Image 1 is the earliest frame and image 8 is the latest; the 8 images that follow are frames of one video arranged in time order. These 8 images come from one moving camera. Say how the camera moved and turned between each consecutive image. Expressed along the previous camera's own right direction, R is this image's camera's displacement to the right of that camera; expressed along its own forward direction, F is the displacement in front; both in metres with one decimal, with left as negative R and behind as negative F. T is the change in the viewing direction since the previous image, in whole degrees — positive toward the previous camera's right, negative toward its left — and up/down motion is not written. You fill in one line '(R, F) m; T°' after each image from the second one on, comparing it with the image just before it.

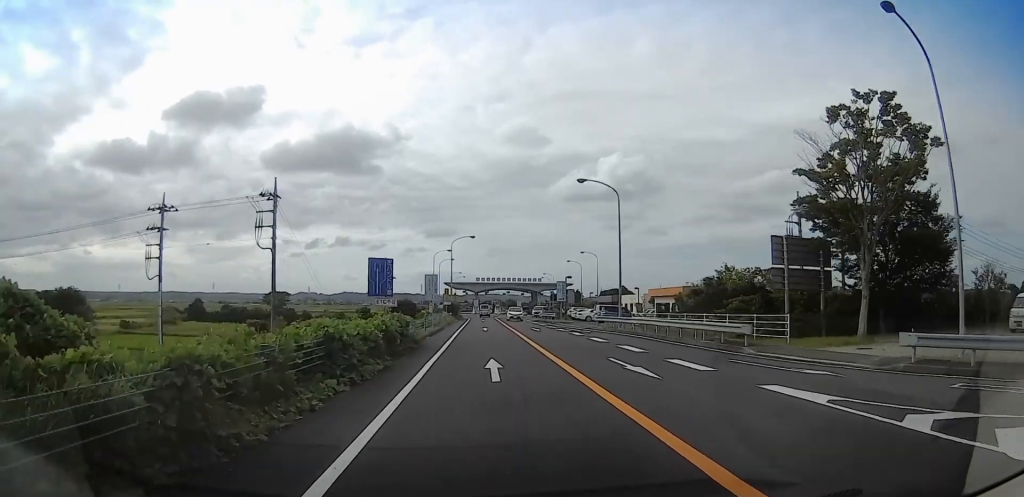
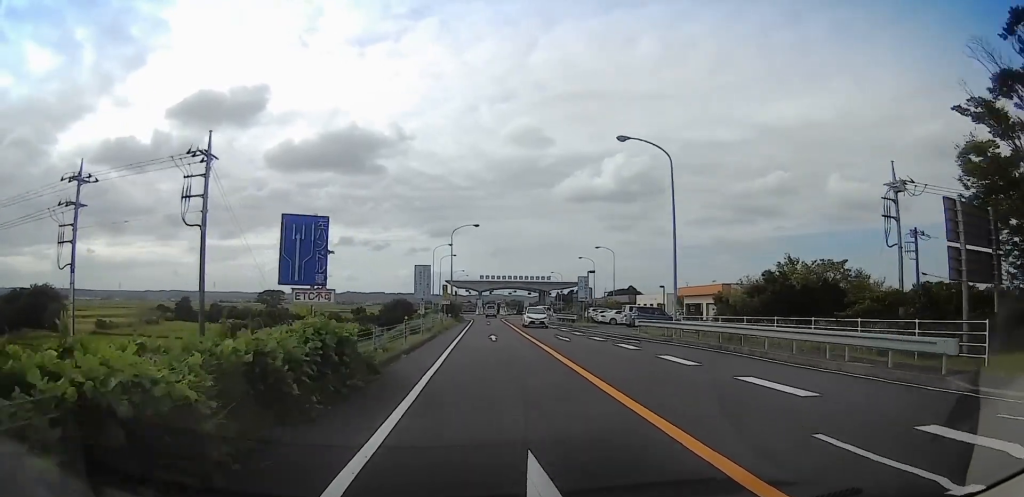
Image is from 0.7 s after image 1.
(0.0, +10.1) m; 0°
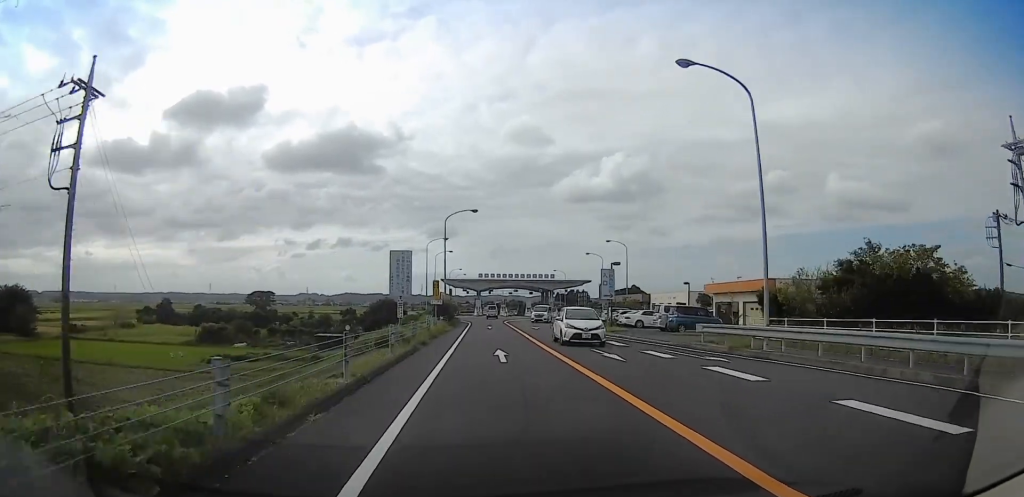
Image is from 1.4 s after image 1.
(0.0, +10.0) m; +1°
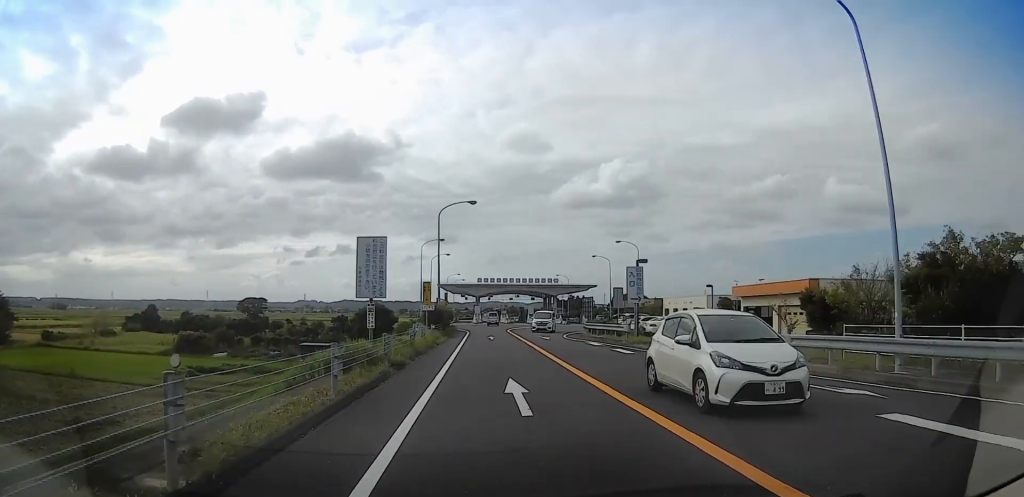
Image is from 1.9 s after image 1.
(-0.2, +7.6) m; +2°
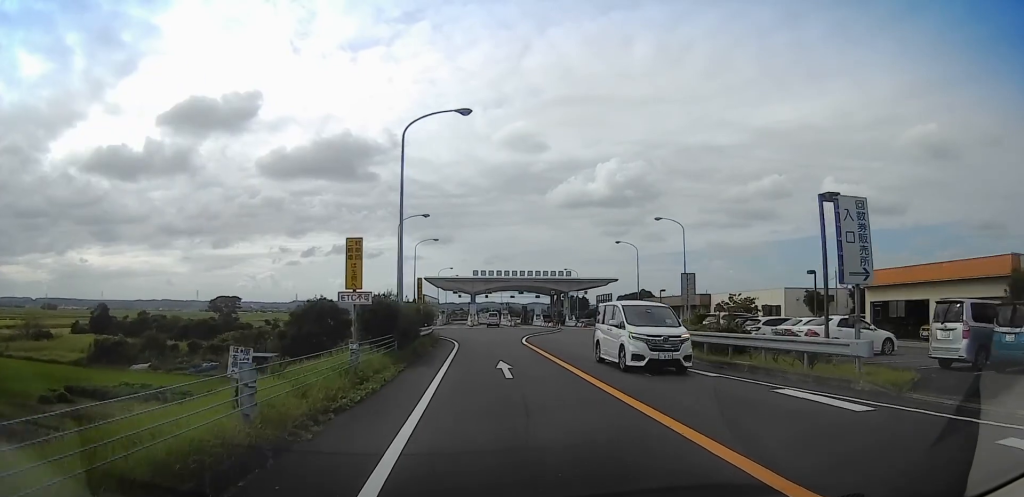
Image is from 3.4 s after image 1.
(-0.3, +20.0) m; -6°
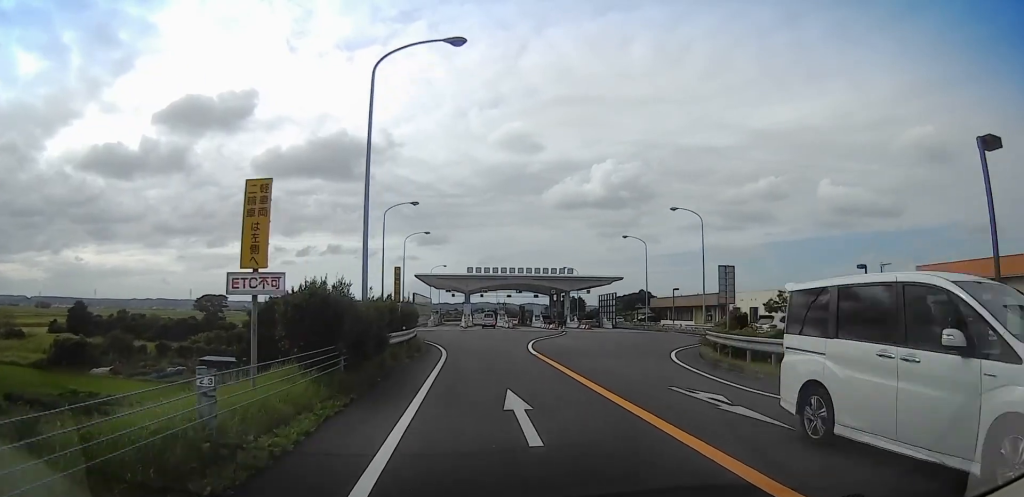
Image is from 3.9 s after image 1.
(-0.7, +7.1) m; -3°
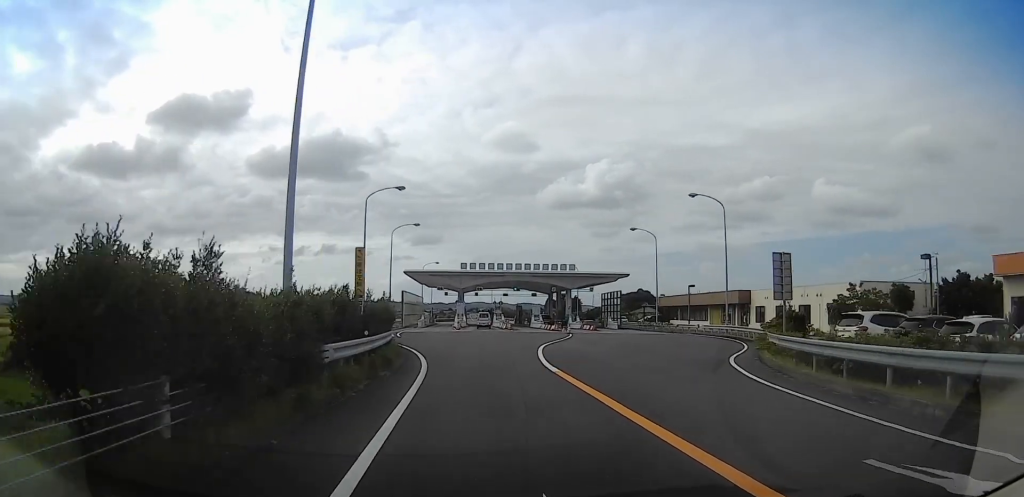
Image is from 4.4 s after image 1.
(+0.2, +6.5) m; +3°
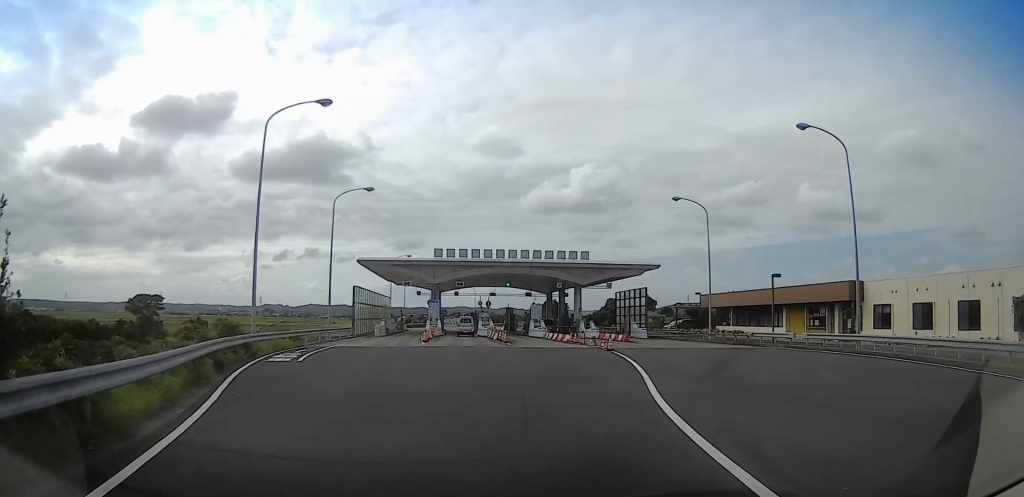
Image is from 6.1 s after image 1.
(+2.2, +21.0) m; +8°
